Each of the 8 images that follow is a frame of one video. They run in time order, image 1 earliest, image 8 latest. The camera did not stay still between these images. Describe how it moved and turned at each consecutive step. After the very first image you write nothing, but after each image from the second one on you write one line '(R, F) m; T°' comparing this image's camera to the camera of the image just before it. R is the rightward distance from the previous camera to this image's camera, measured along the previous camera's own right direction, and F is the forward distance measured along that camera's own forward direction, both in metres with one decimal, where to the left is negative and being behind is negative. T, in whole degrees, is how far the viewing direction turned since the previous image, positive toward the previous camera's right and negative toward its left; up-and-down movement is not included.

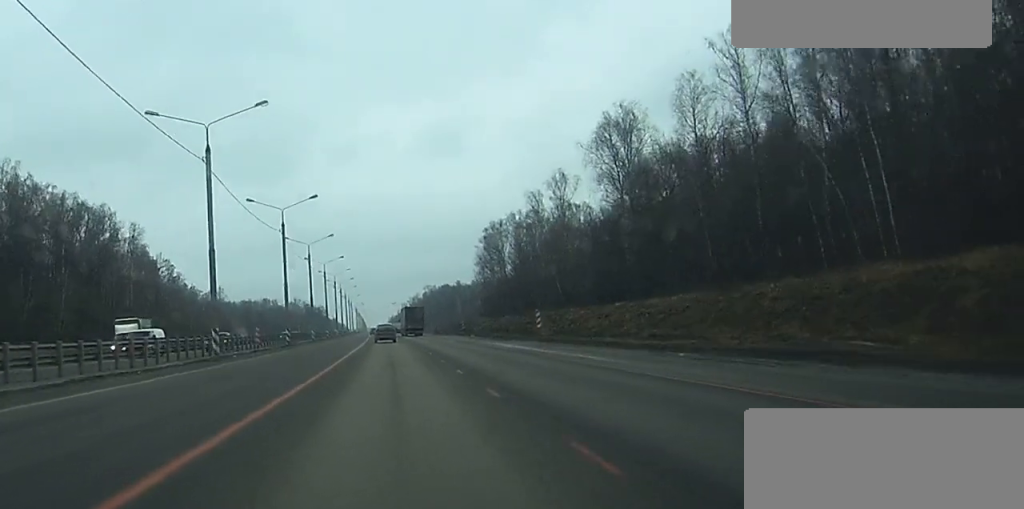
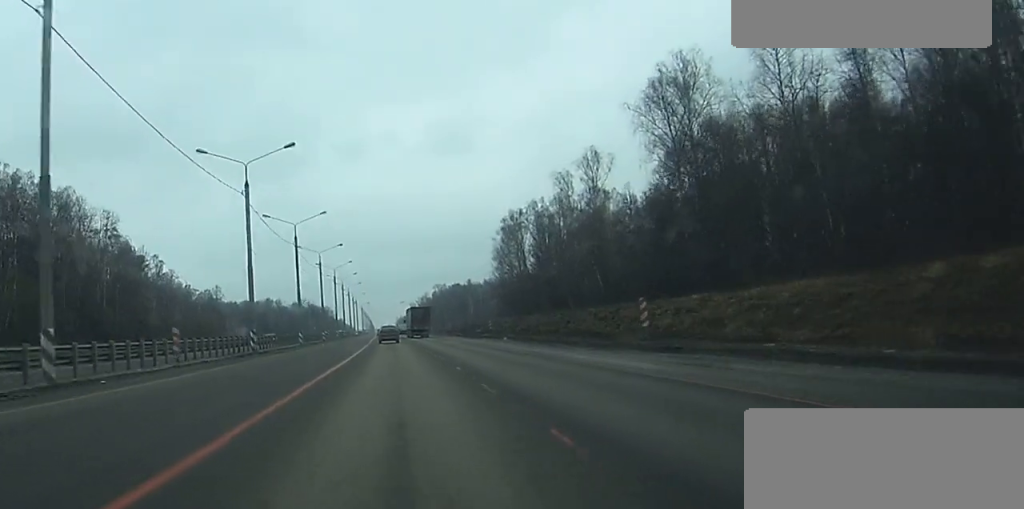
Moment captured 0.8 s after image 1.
(0.0, +22.7) m; 0°
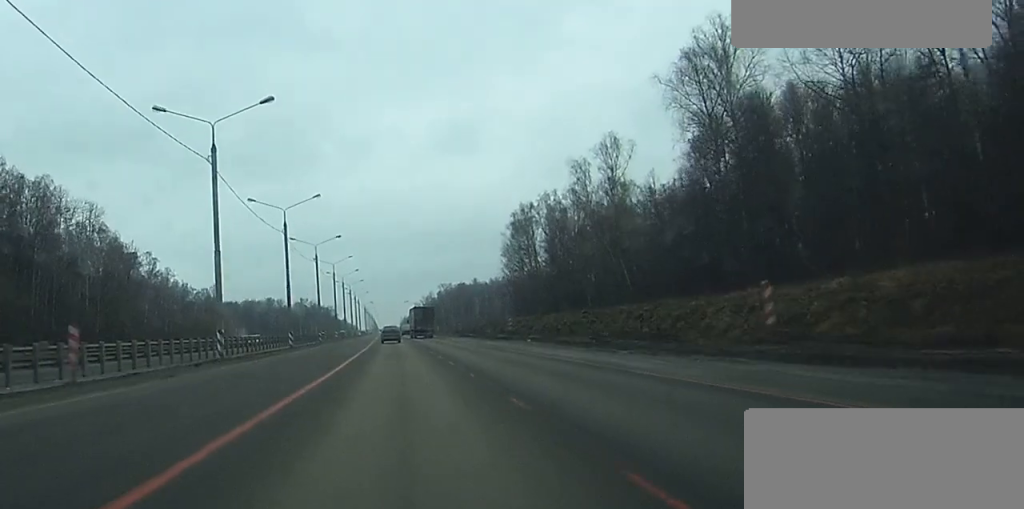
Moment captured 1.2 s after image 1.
(-0.1, +11.4) m; 0°
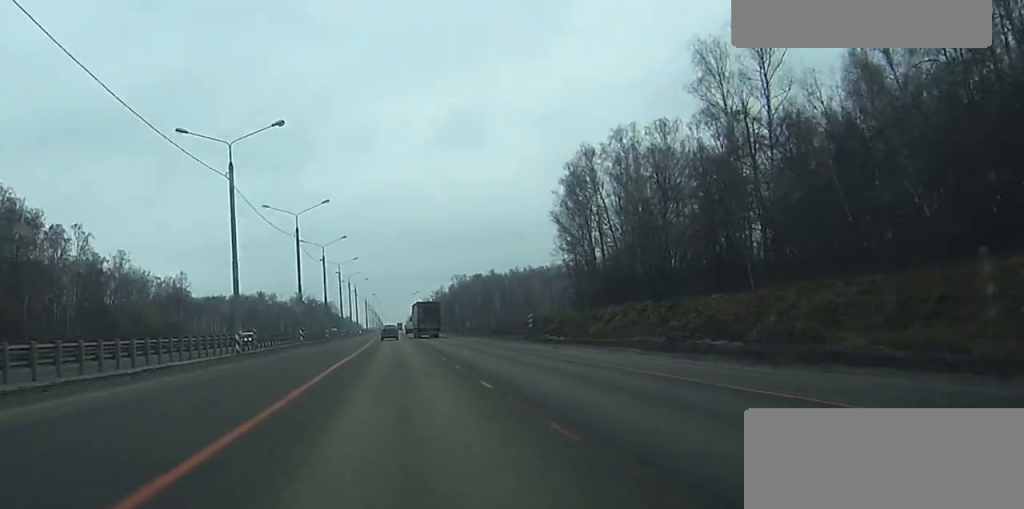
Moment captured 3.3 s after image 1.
(-0.3, +59.4) m; -1°
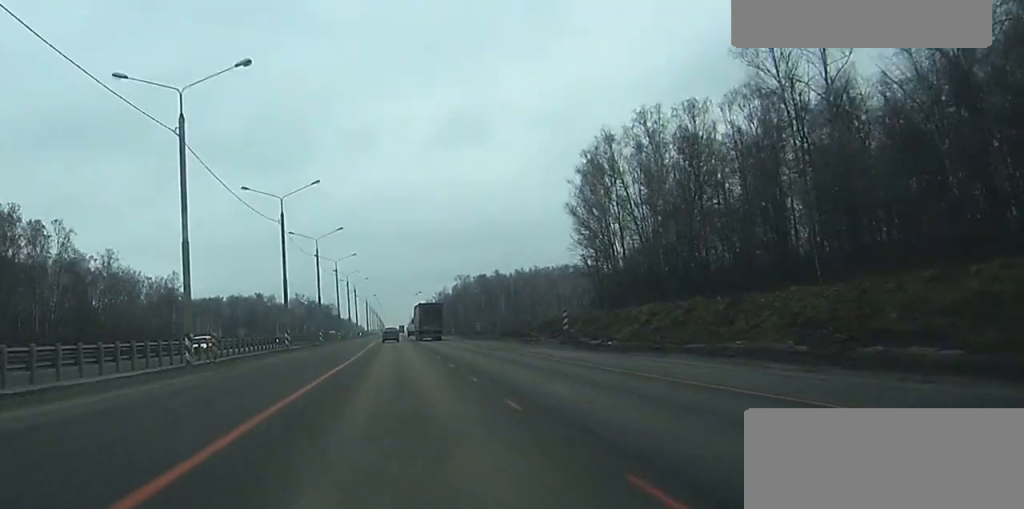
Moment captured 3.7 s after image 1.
(0.0, +12.2) m; 0°
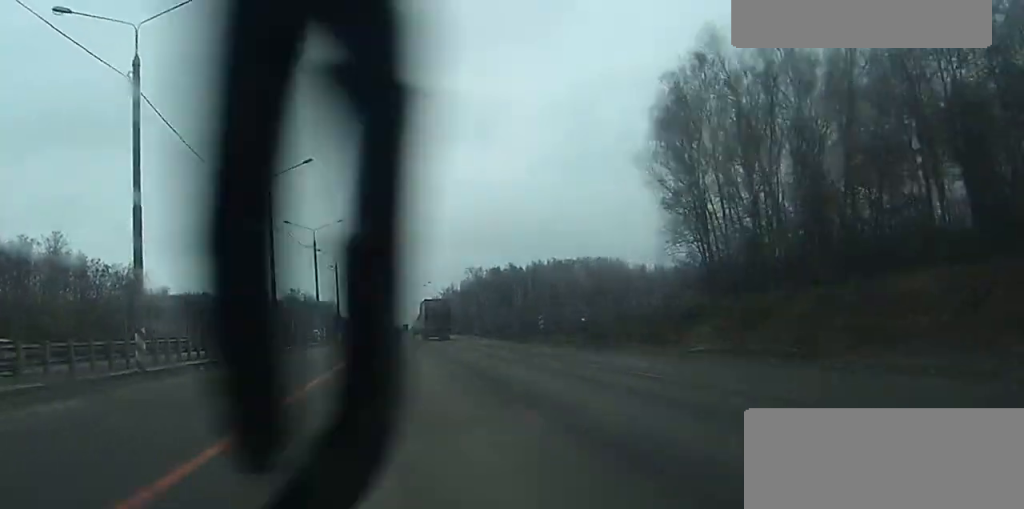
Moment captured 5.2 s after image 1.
(-0.3, +41.4) m; 0°
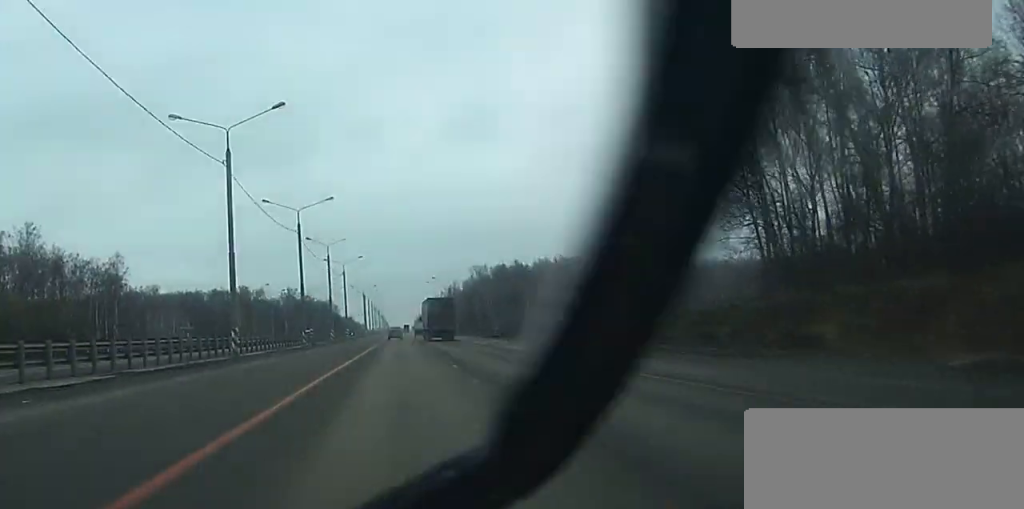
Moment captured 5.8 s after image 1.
(0.0, +16.0) m; 0°
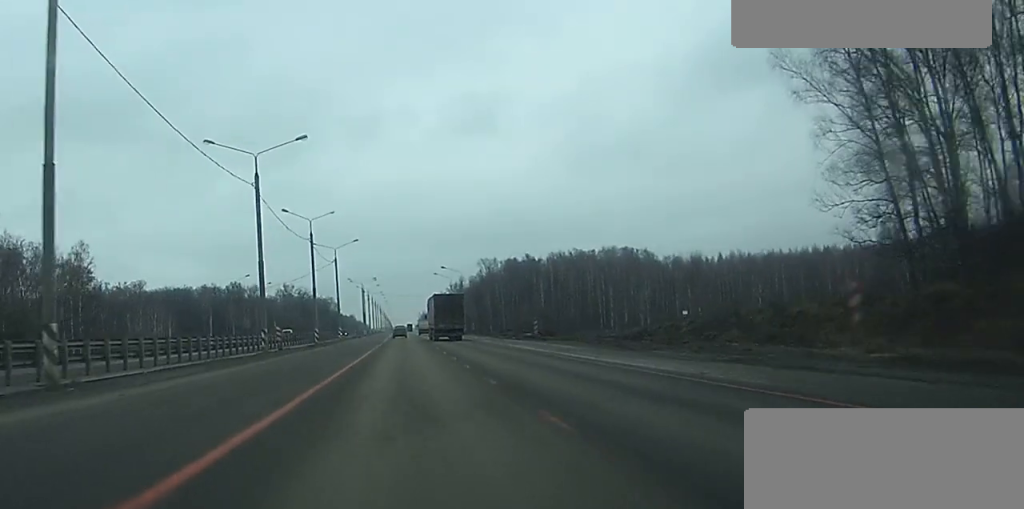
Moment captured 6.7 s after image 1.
(+0.1, +25.4) m; 0°
